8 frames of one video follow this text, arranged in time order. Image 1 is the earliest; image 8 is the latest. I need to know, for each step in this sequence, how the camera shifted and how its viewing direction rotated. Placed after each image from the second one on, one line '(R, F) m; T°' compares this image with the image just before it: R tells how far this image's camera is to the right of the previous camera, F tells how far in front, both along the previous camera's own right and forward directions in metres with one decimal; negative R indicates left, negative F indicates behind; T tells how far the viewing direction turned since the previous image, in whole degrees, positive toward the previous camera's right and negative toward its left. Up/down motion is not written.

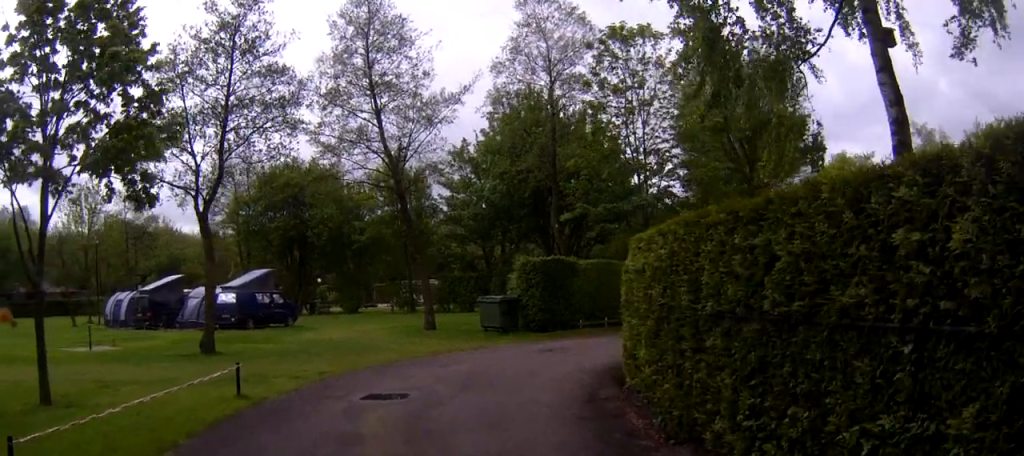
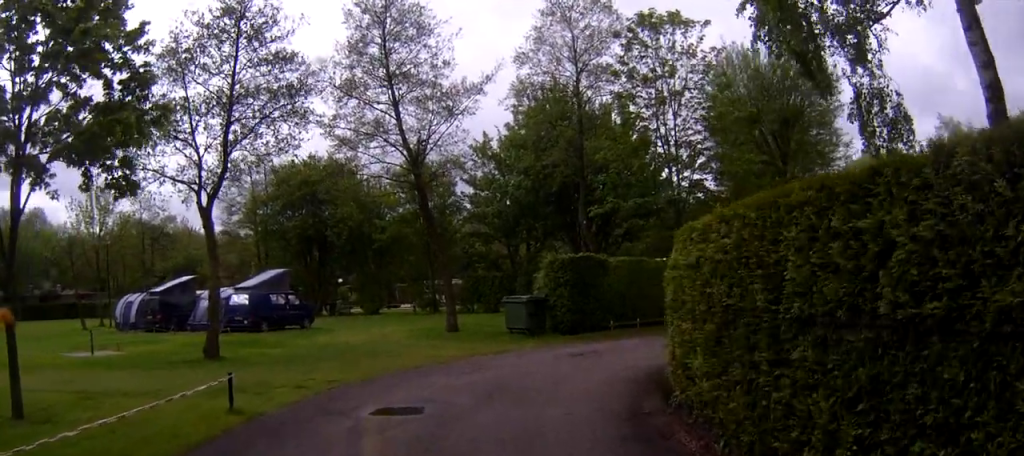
(+0.1, +1.2) m; -2°
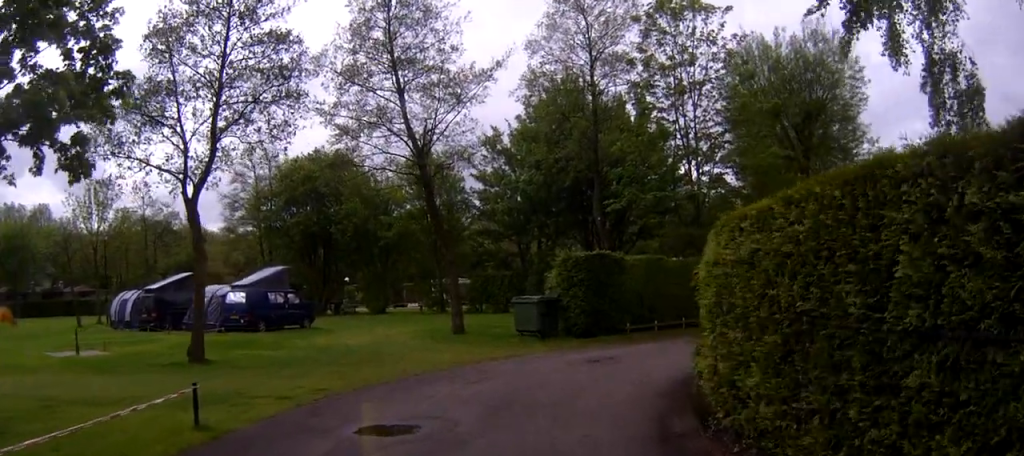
(-0.1, +1.1) m; -1°
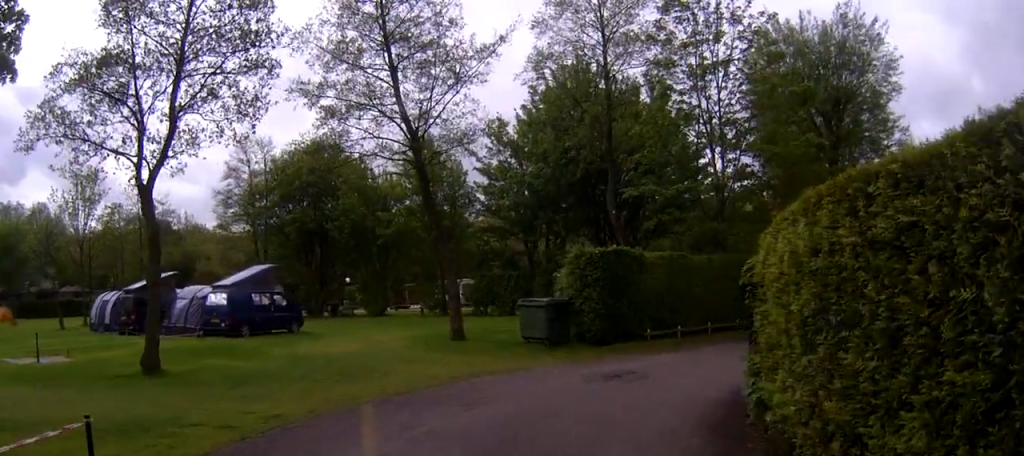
(0.0, +2.0) m; +2°
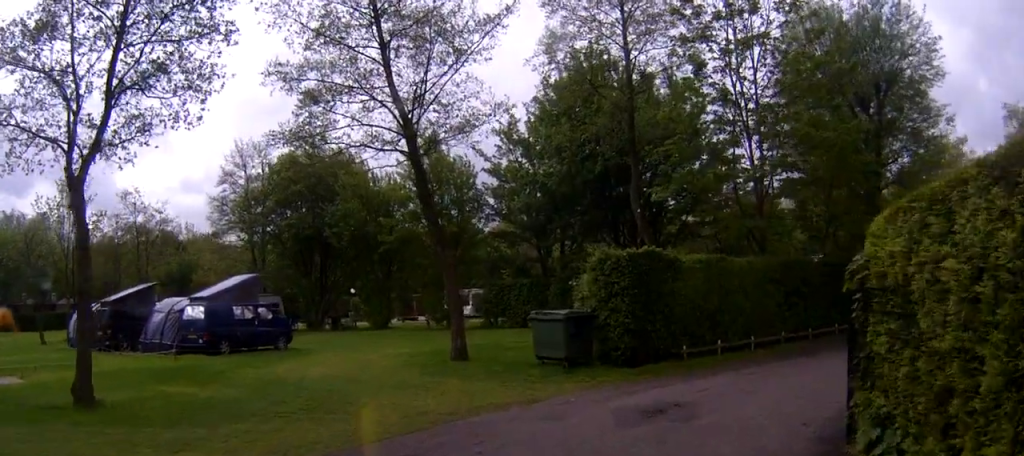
(+0.1, +2.9) m; +4°
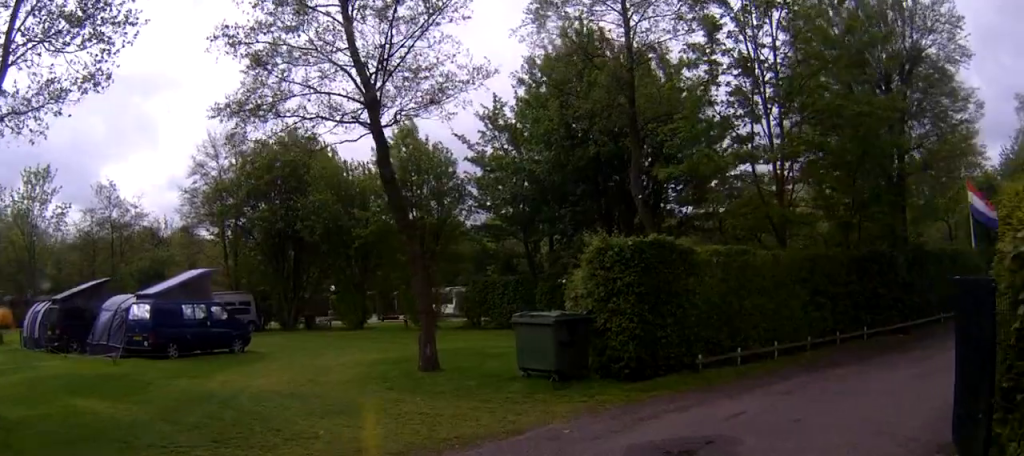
(+0.1, +3.0) m; +3°
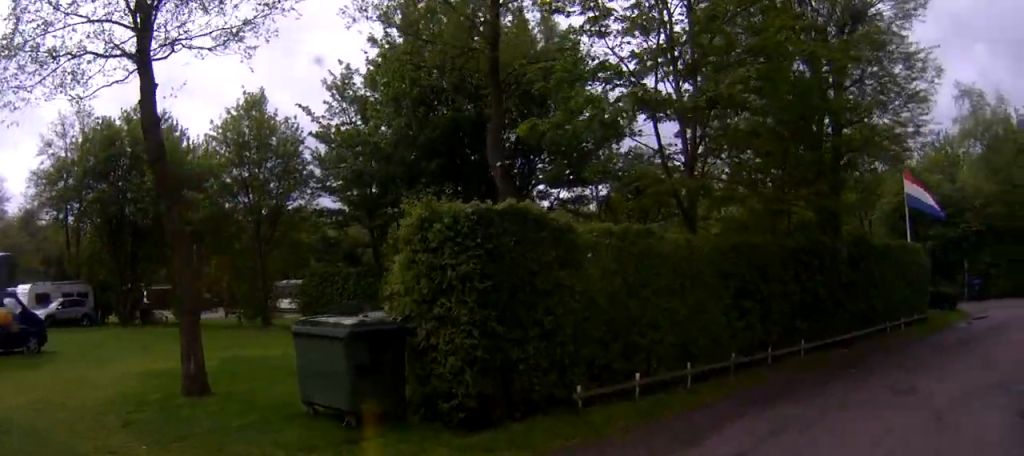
(+0.2, +4.5) m; +13°
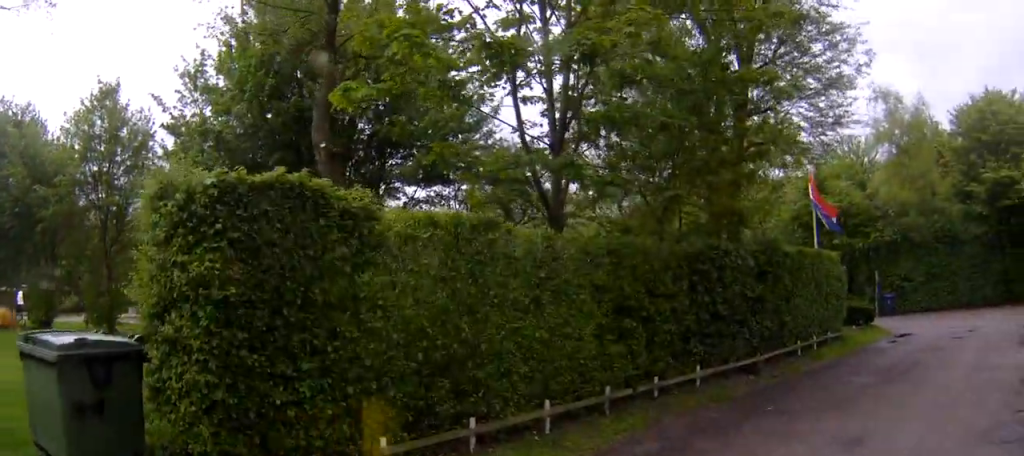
(+0.4, +2.5) m; +12°
